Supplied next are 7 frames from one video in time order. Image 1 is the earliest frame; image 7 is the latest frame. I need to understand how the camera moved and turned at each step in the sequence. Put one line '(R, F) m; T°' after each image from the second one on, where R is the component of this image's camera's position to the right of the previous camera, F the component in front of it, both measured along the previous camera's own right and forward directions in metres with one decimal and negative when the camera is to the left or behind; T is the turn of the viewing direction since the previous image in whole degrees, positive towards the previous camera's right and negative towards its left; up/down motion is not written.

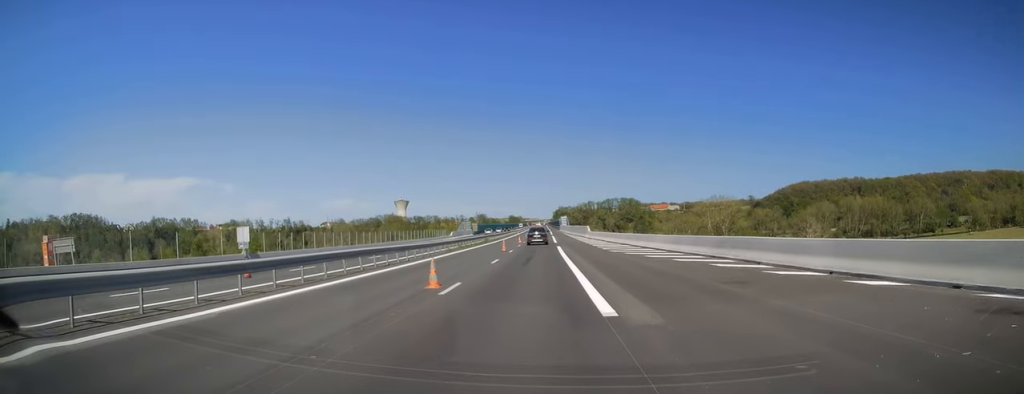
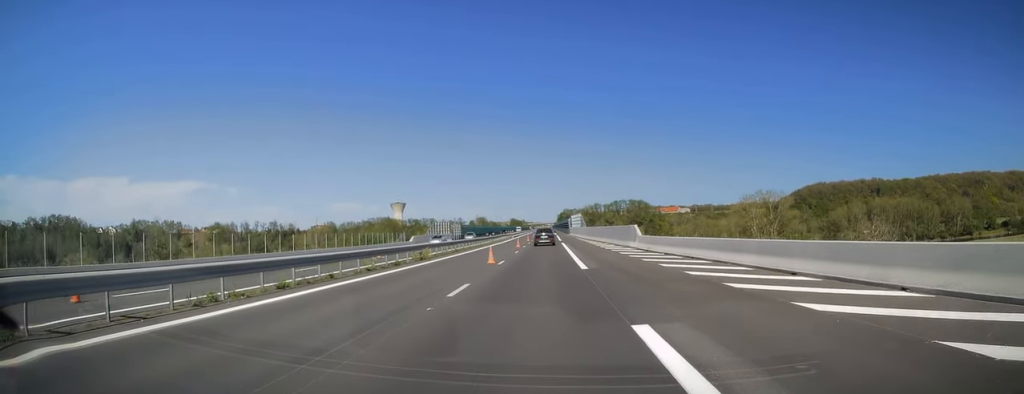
(0.0, +39.2) m; 0°
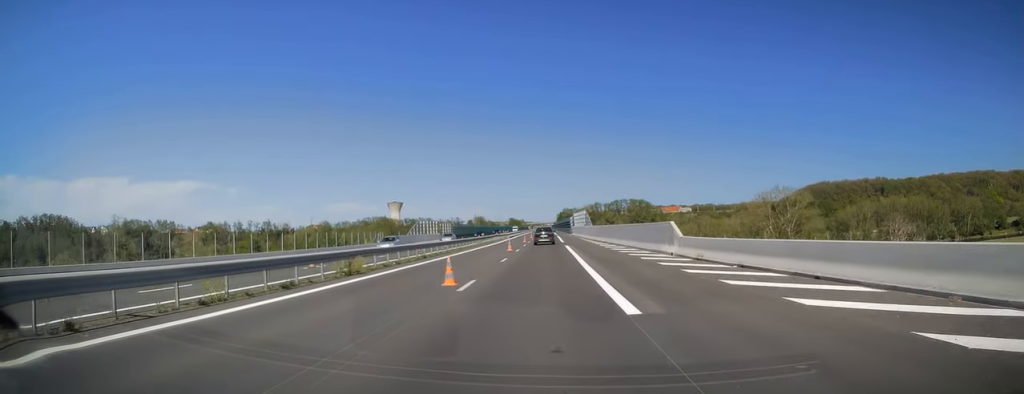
(-0.2, +11.9) m; 0°
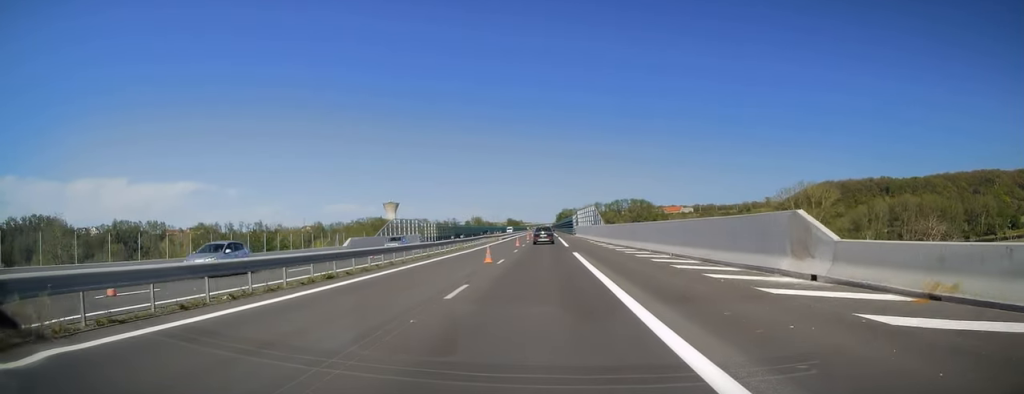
(0.0, +14.9) m; 0°
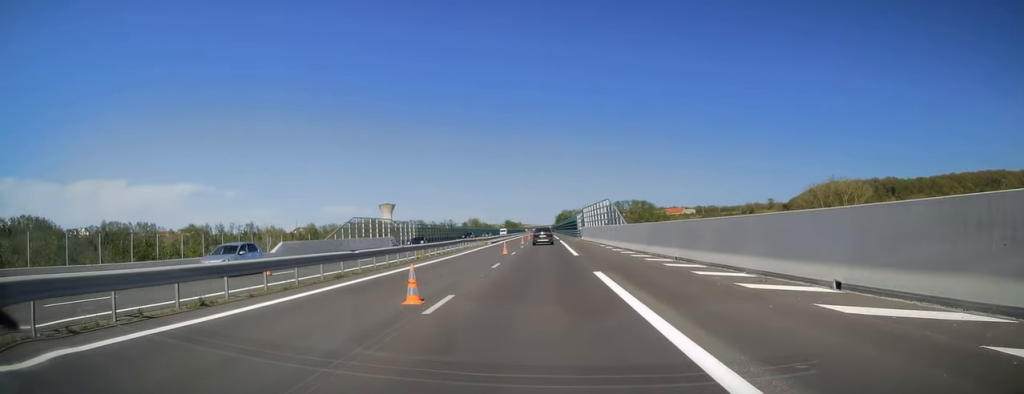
(+0.2, +15.1) m; 0°
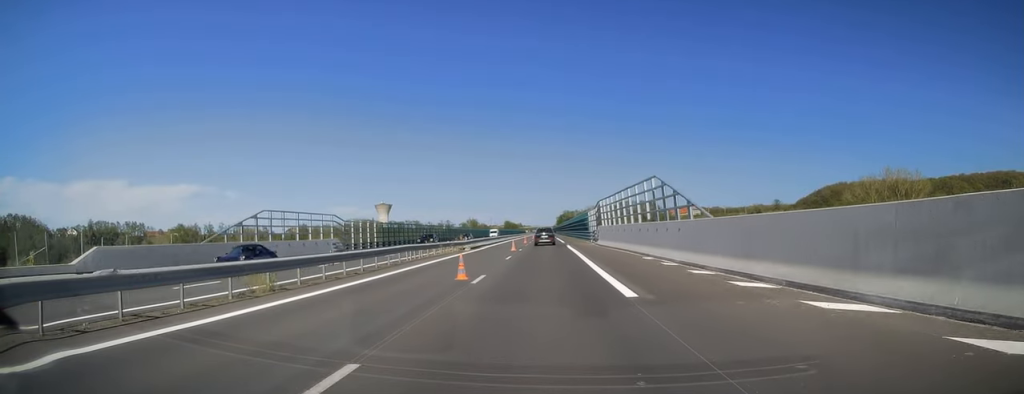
(-0.3, +19.8) m; 0°
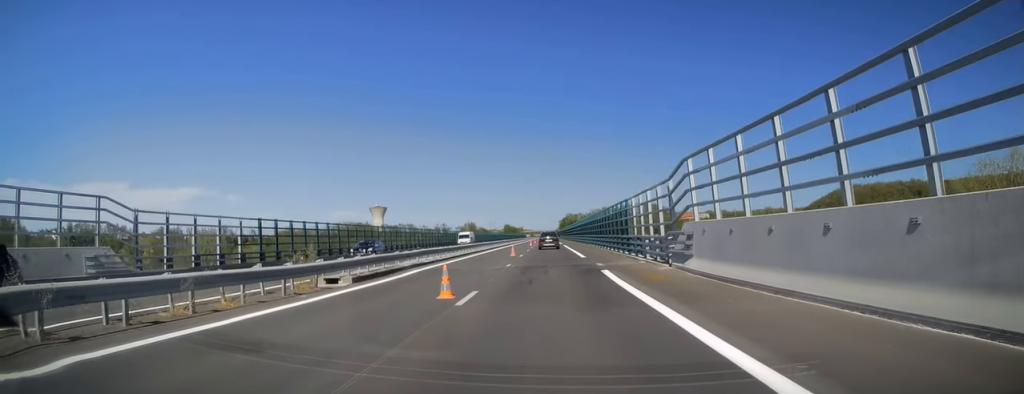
(+0.4, +30.2) m; +1°
